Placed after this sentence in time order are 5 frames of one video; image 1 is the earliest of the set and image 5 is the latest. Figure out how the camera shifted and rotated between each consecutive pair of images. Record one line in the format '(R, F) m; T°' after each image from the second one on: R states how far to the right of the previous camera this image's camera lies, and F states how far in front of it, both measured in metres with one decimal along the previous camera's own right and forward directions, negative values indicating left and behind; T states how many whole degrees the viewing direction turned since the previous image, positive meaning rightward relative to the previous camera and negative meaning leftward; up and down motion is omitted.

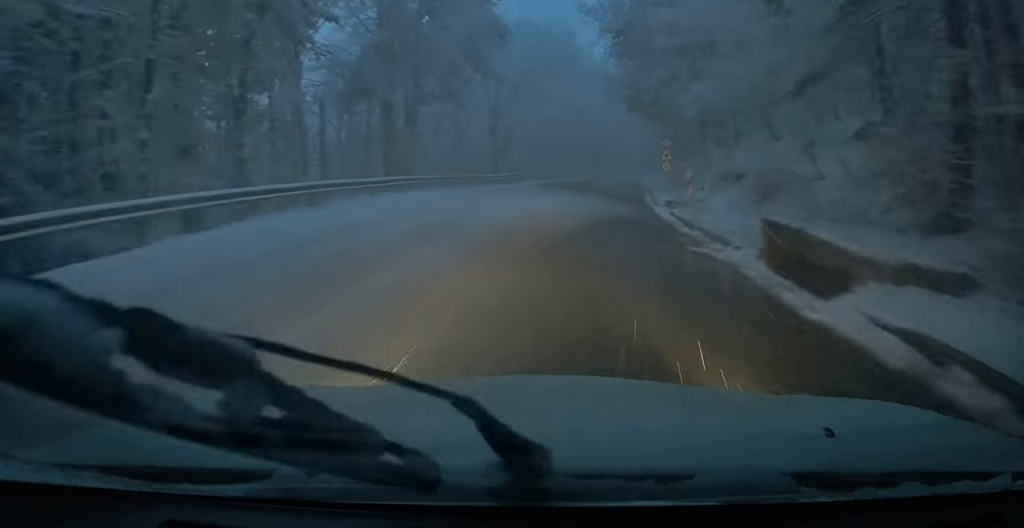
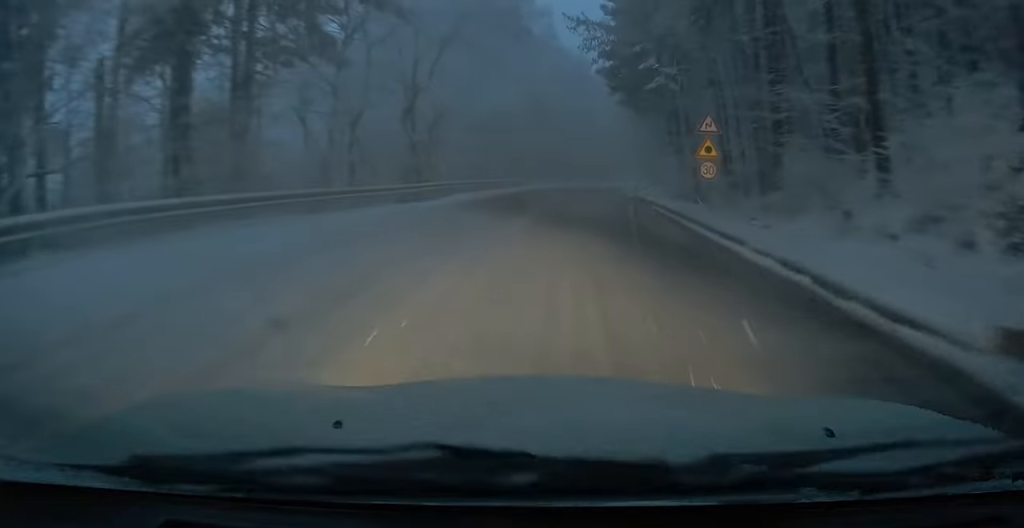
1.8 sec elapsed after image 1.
(+0.7, +17.4) m; +3°
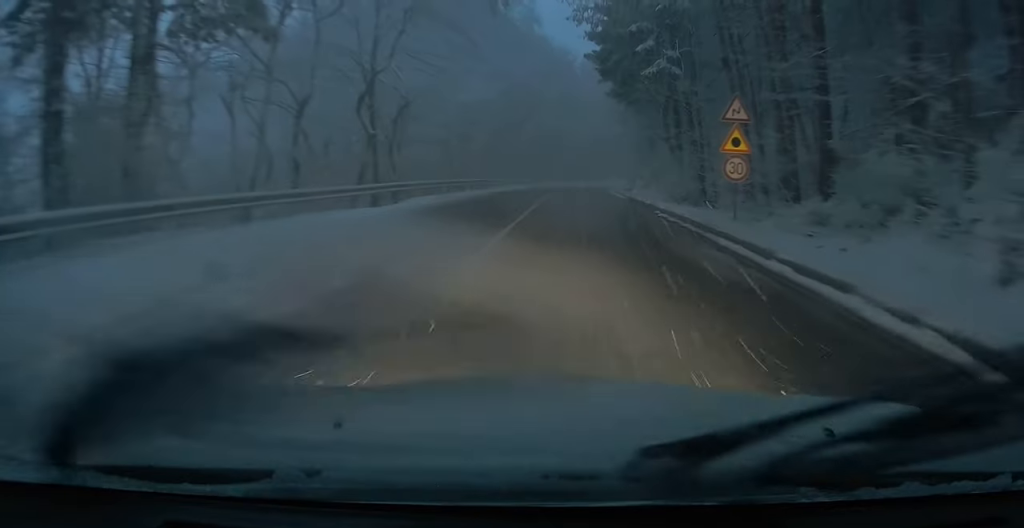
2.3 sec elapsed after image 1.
(+0.1, +4.7) m; +2°
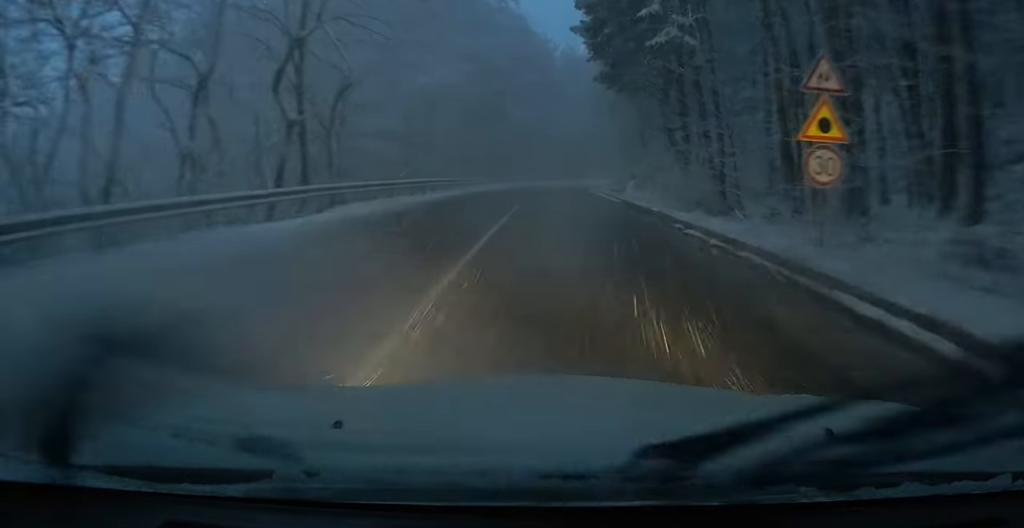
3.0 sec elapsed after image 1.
(+0.2, +6.3) m; +2°
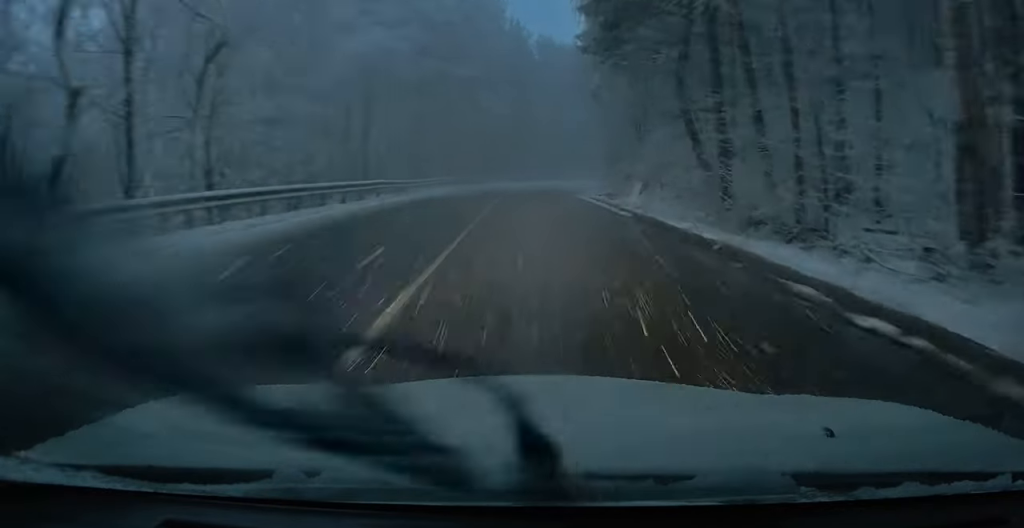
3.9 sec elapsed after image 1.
(+0.2, +8.8) m; 0°
